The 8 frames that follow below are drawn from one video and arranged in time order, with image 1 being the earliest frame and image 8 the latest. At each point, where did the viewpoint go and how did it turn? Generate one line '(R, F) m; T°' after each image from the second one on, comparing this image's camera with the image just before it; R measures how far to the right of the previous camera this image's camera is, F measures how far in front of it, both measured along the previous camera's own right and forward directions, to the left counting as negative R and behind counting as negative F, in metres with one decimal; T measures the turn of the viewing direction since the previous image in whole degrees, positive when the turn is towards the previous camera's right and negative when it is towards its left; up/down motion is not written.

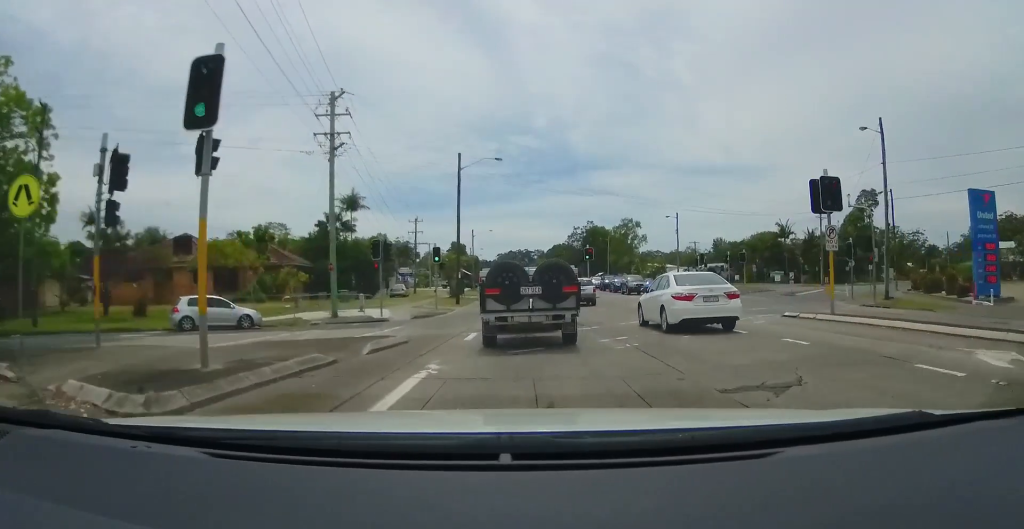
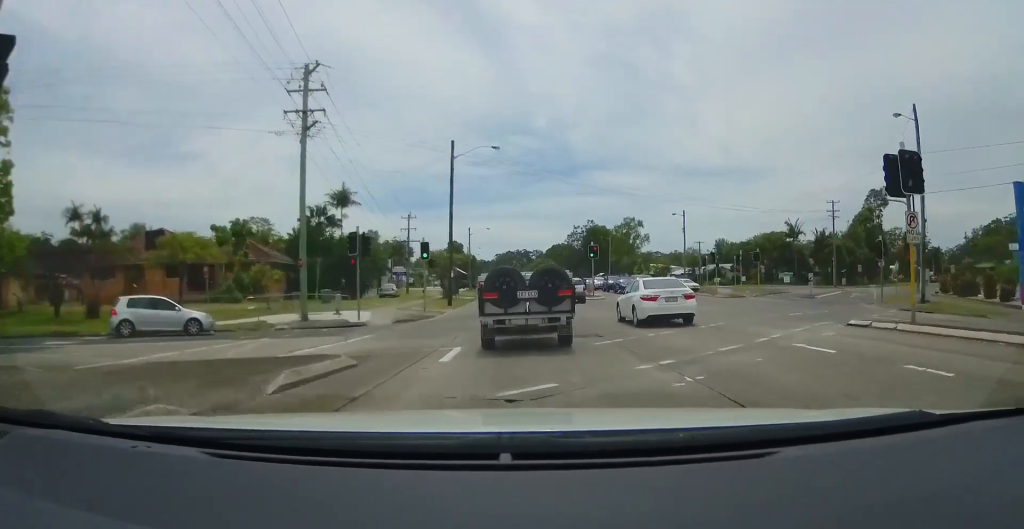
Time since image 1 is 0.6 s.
(0.0, +3.8) m; -1°
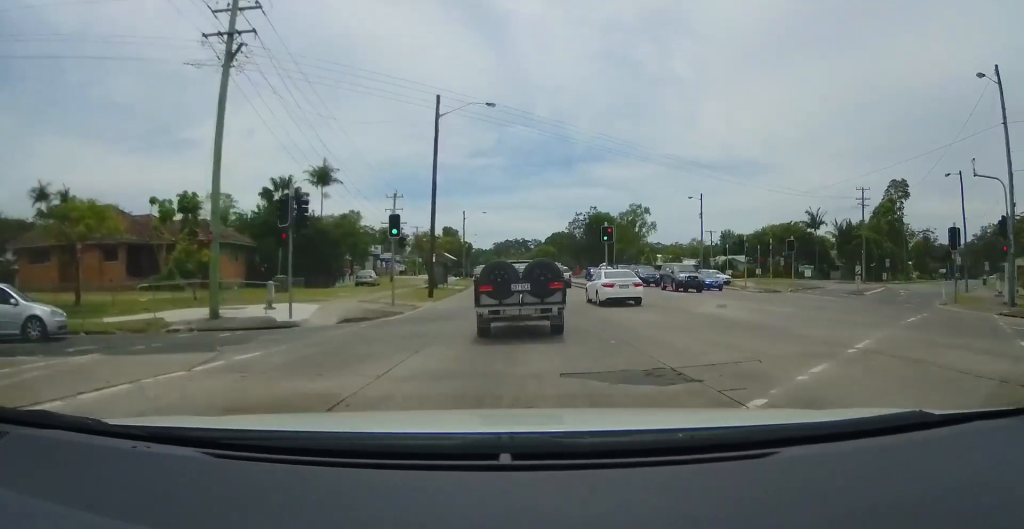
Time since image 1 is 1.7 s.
(-0.1, +7.6) m; +2°
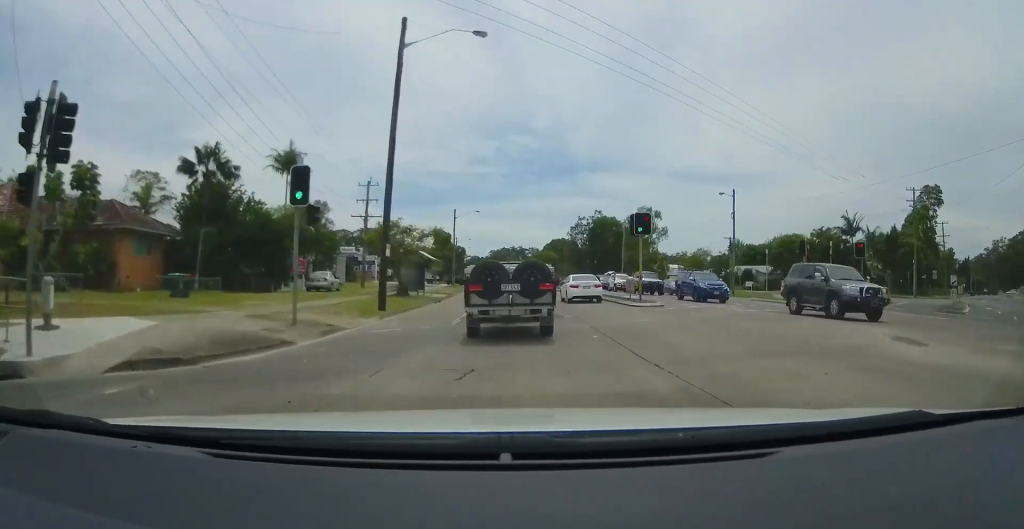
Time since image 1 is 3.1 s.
(+0.2, +10.9) m; -1°
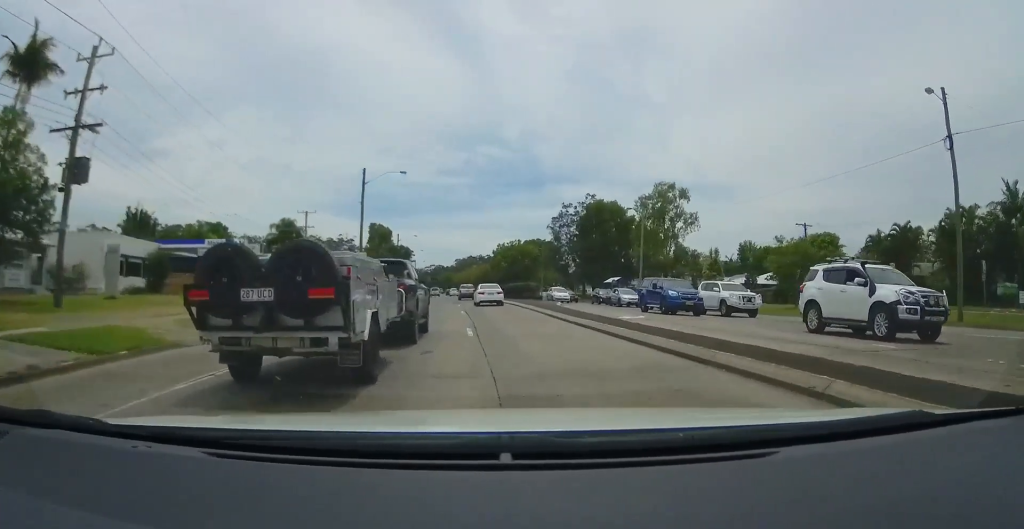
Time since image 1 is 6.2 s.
(+1.5, +32.4) m; +6°
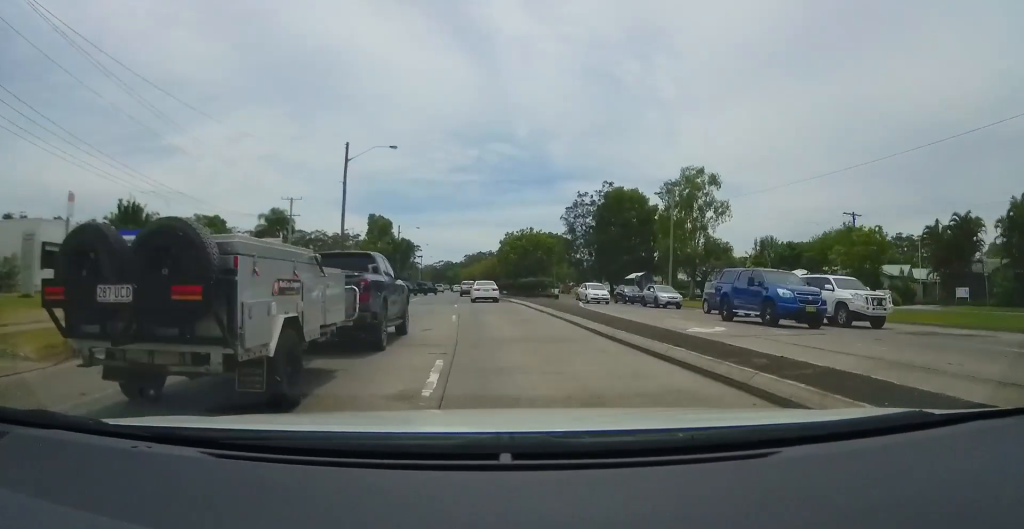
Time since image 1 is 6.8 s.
(+0.1, +7.5) m; 0°
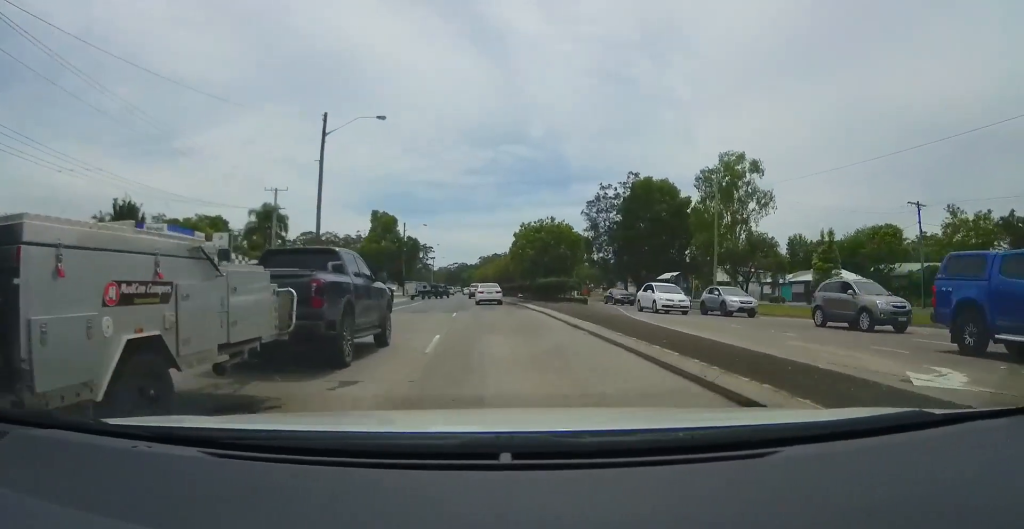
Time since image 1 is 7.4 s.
(-0.1, +8.2) m; -1°
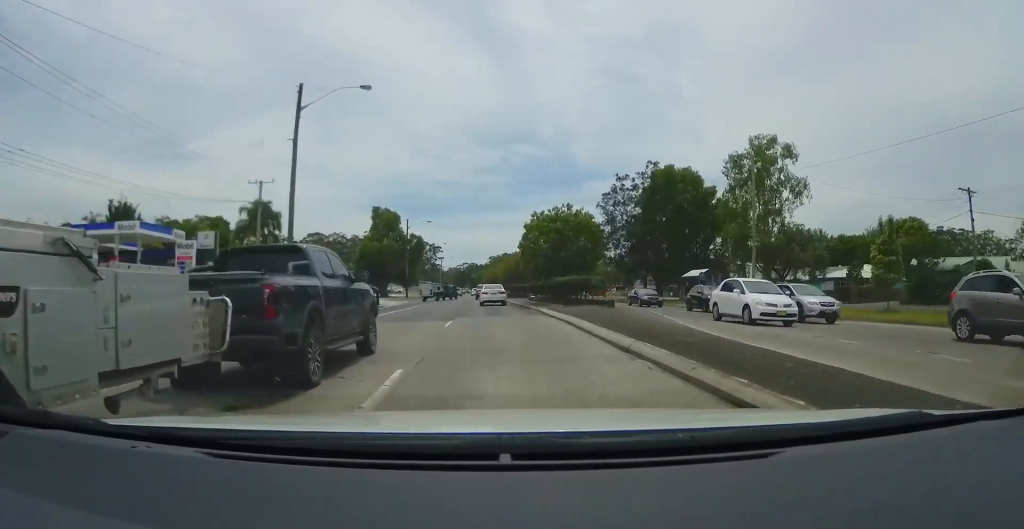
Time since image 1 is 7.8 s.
(0.0, +5.7) m; -1°
